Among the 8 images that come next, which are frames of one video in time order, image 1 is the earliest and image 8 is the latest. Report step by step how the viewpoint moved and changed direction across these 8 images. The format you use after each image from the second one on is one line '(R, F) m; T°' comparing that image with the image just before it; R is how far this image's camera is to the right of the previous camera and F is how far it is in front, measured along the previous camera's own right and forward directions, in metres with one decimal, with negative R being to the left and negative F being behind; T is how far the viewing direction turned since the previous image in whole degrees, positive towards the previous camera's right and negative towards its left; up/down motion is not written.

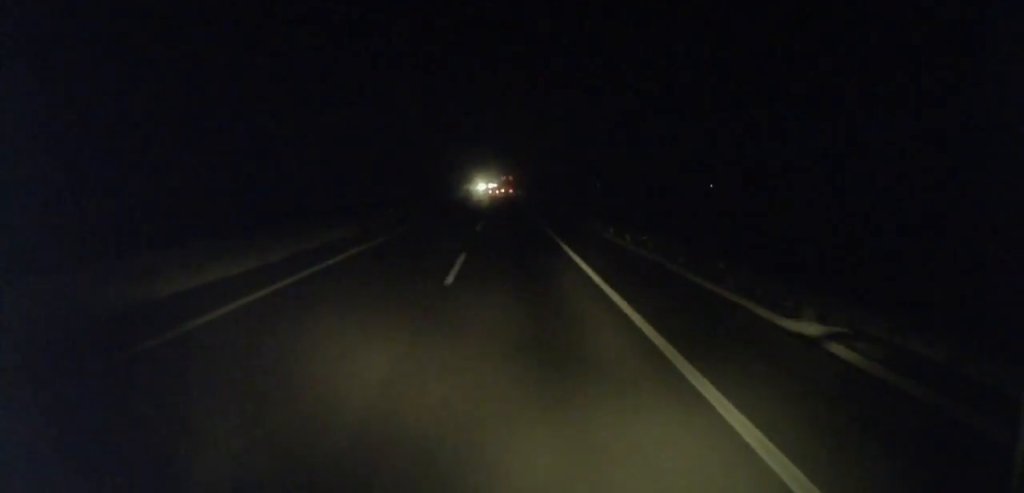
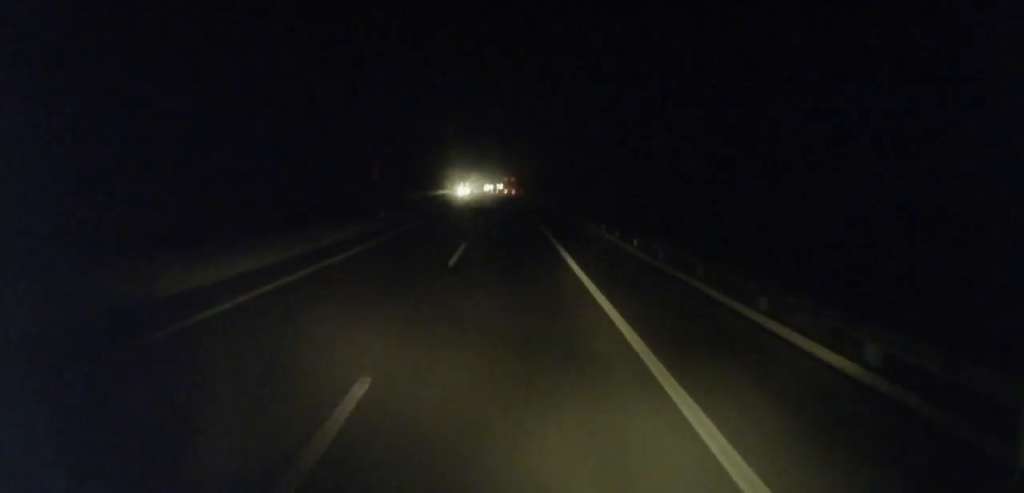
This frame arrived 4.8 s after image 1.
(+0.6, +114.9) m; 0°
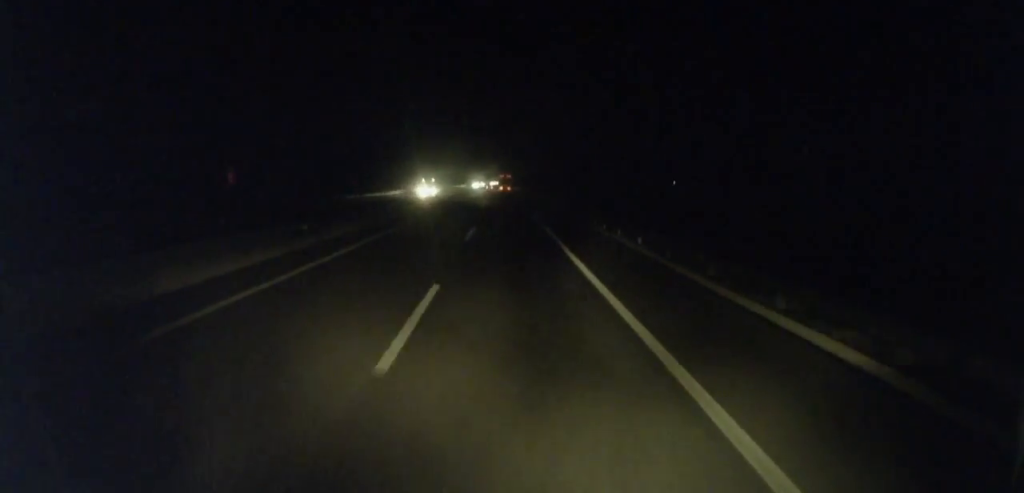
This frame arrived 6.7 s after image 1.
(+0.3, +44.7) m; 0°
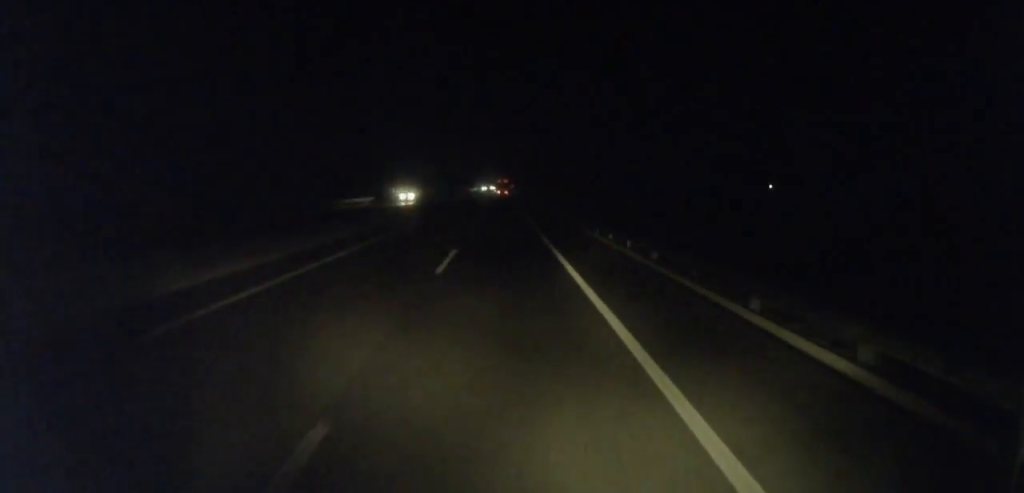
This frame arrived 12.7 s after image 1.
(+0.3, +144.0) m; +1°
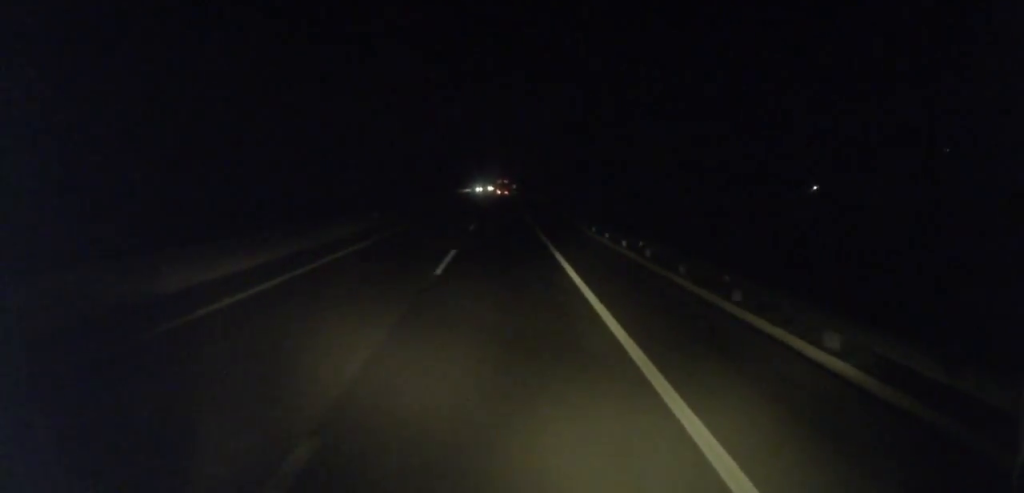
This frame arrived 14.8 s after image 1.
(+0.6, +51.3) m; +1°
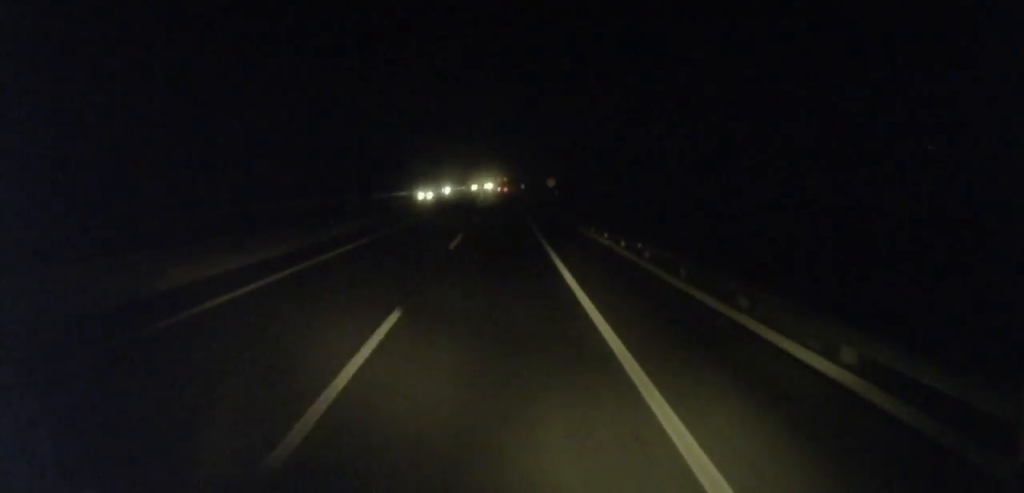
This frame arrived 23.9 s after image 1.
(-1.1, +217.8) m; 0°
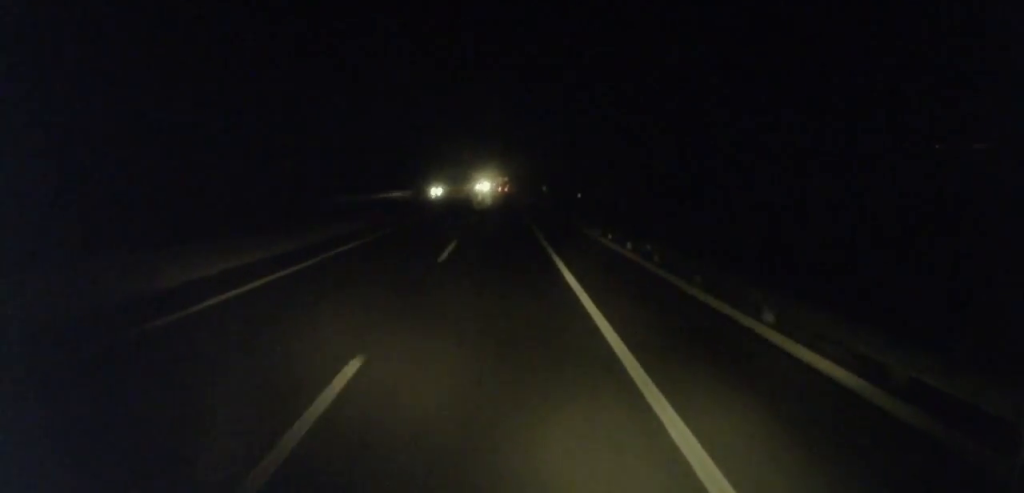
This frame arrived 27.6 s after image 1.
(+0.1, +89.4) m; 0°
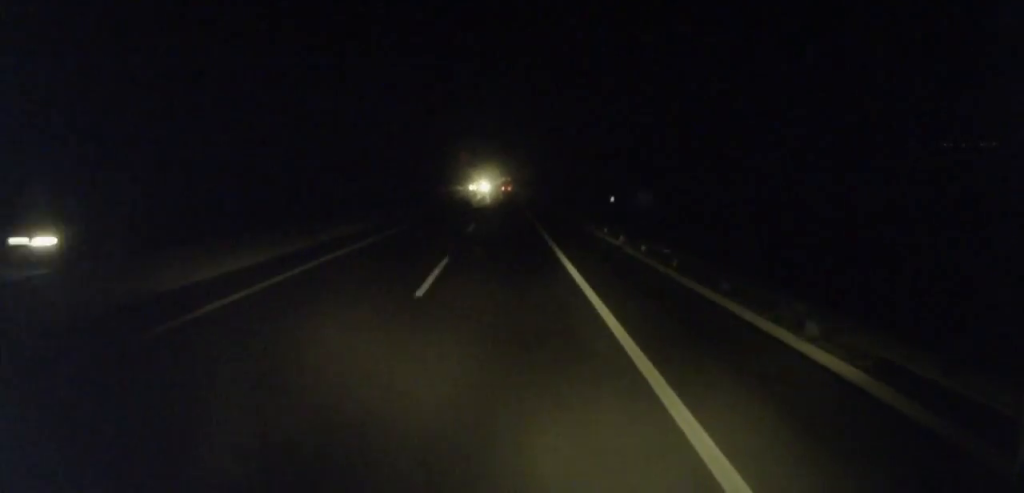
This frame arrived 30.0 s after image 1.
(-0.2, +57.3) m; 0°
